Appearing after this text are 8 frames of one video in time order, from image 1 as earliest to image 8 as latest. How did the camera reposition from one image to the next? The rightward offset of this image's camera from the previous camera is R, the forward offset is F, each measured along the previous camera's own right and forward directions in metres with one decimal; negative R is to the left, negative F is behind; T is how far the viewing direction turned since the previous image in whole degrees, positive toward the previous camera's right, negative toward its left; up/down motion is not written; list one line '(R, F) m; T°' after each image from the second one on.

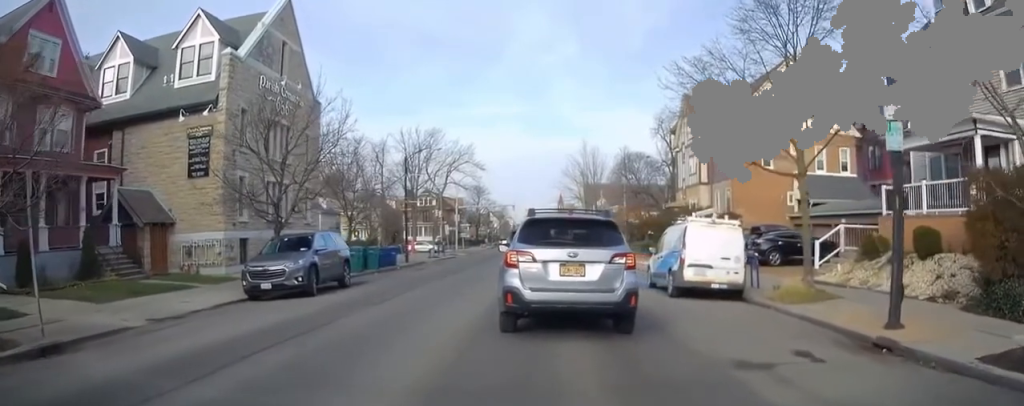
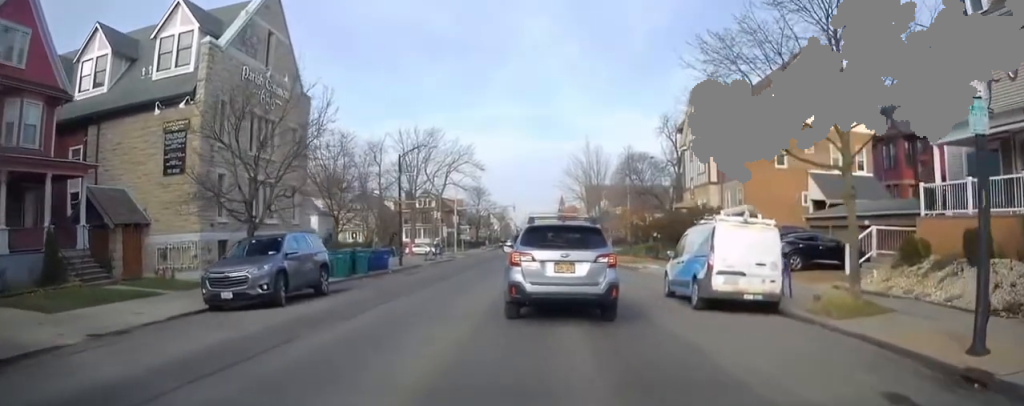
(0.0, +1.1) m; -1°
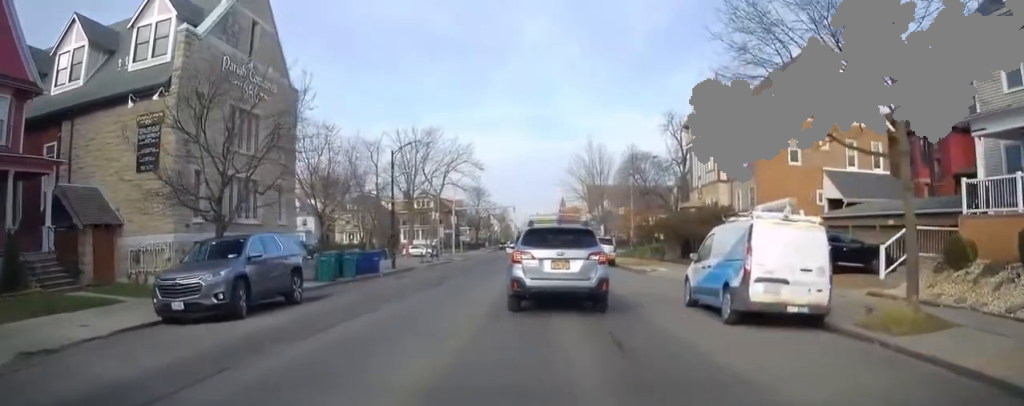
(0.0, +1.3) m; -1°
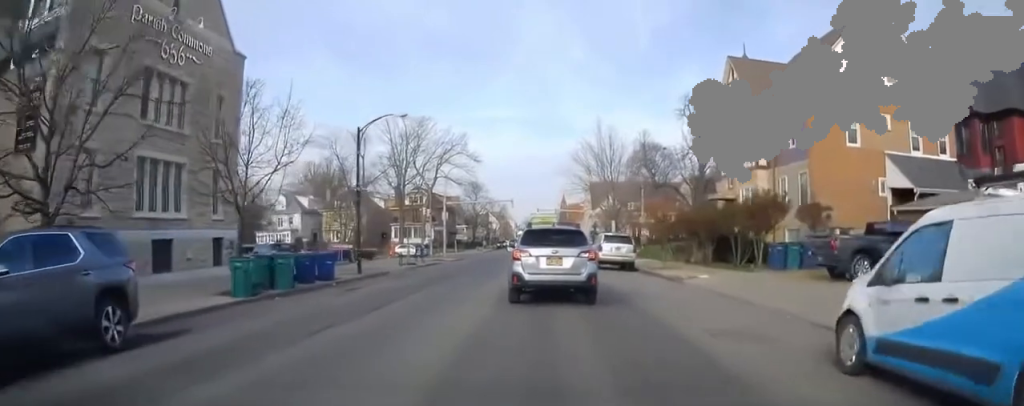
(0.0, +6.1) m; 0°
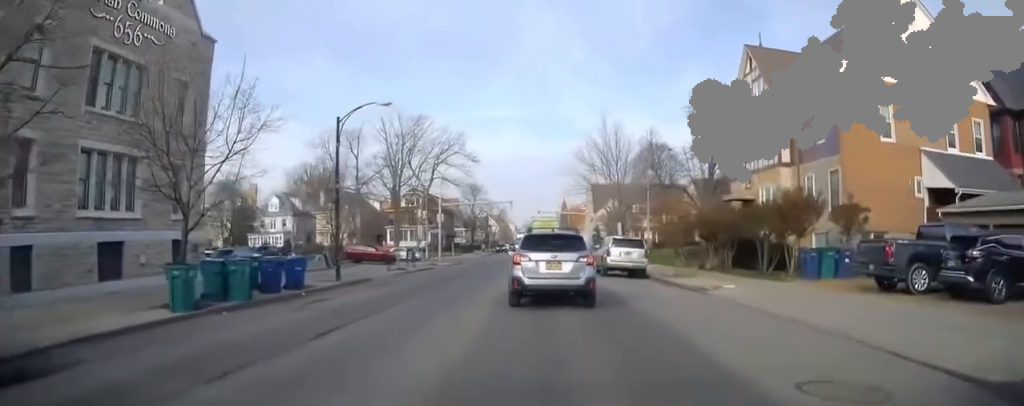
(0.0, +2.8) m; 0°
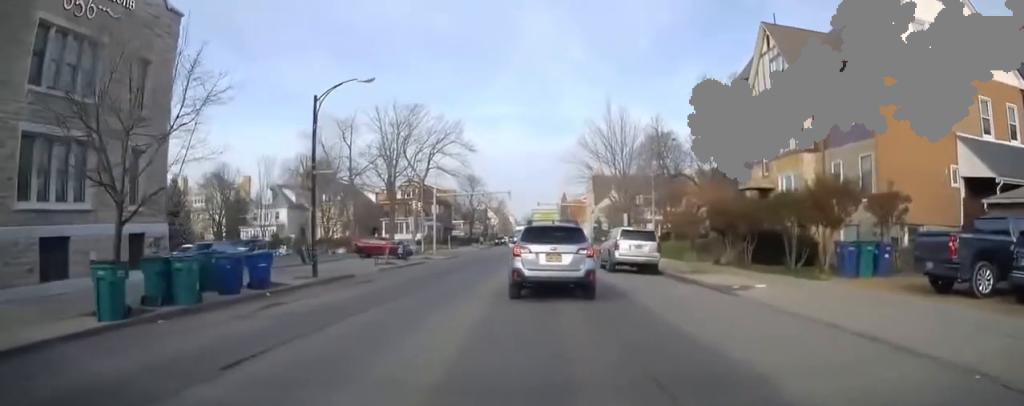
(0.0, +2.7) m; 0°
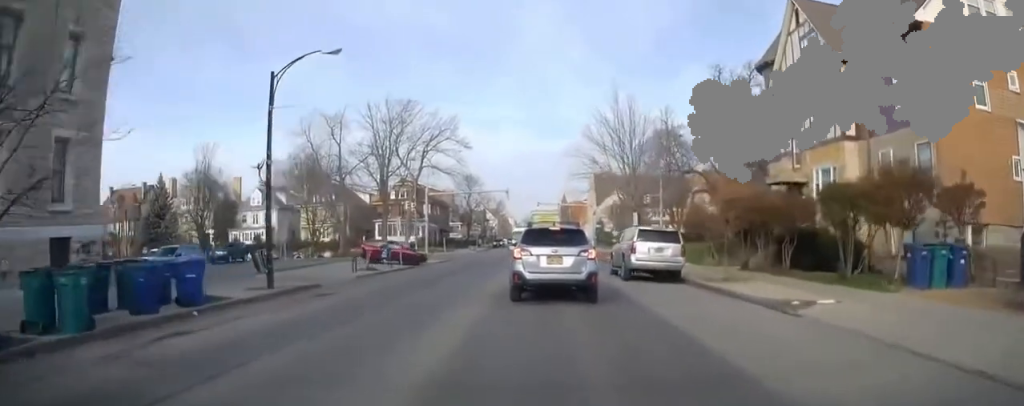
(0.0, +3.8) m; 0°
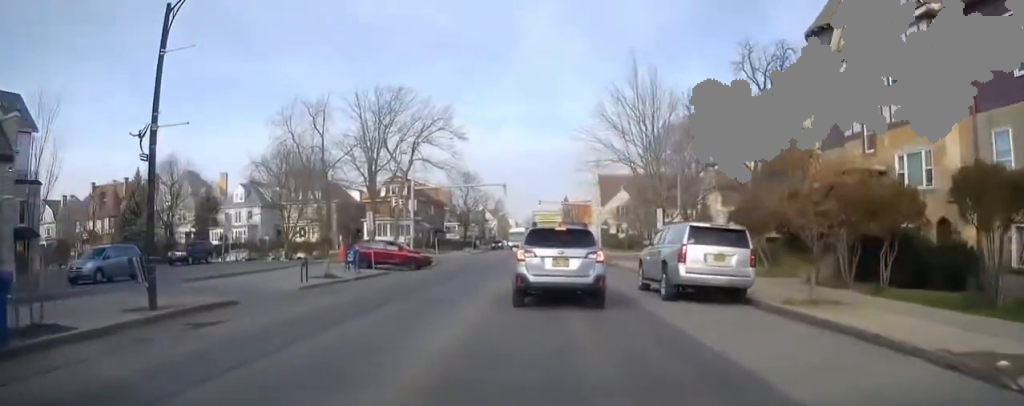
(0.0, +6.7) m; 0°
